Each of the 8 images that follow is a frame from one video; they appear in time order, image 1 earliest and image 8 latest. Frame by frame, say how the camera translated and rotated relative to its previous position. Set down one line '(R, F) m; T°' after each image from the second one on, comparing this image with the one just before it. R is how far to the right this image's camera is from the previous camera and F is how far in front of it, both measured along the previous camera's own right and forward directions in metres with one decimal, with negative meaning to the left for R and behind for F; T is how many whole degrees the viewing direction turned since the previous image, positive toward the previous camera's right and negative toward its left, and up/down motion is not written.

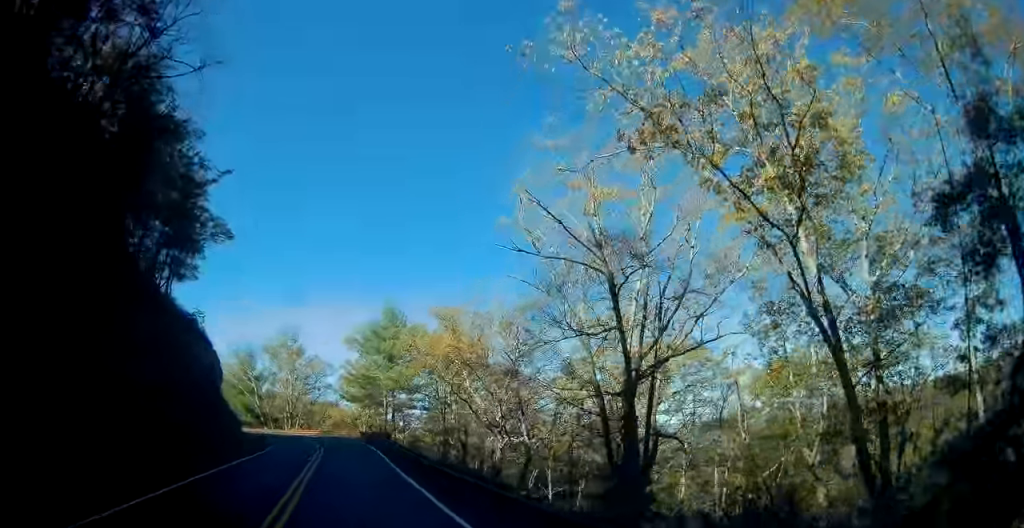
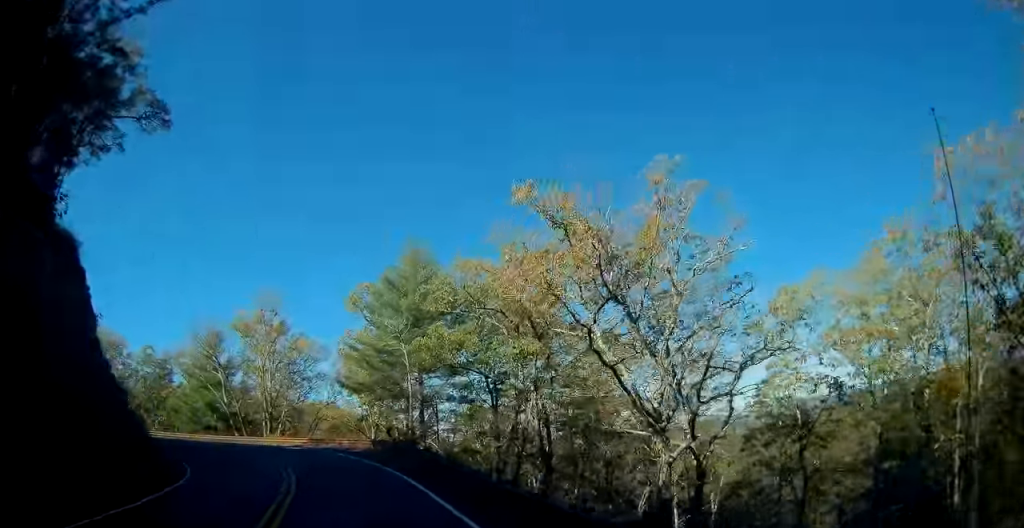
(+0.5, +23.0) m; +4°
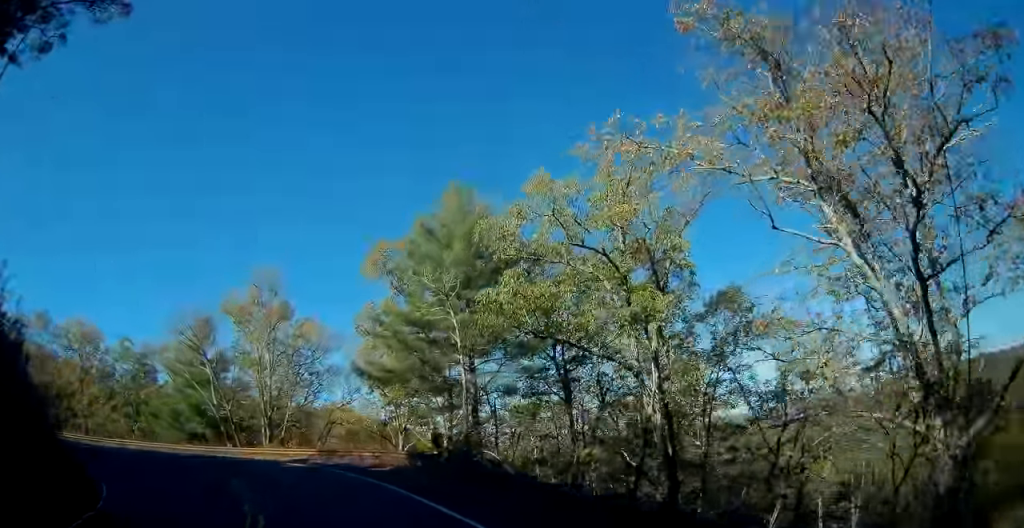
(+0.5, +12.0) m; -1°
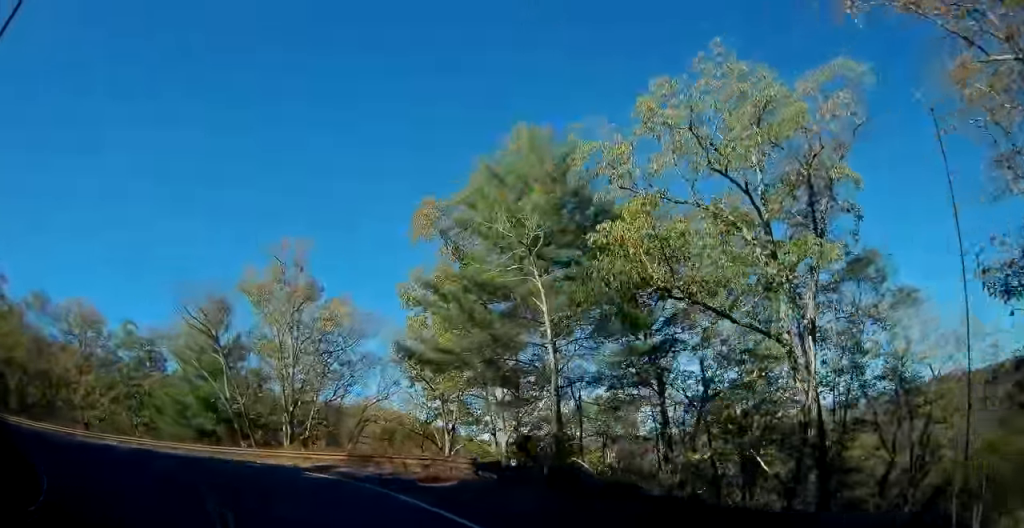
(0.0, +7.1) m; -5°
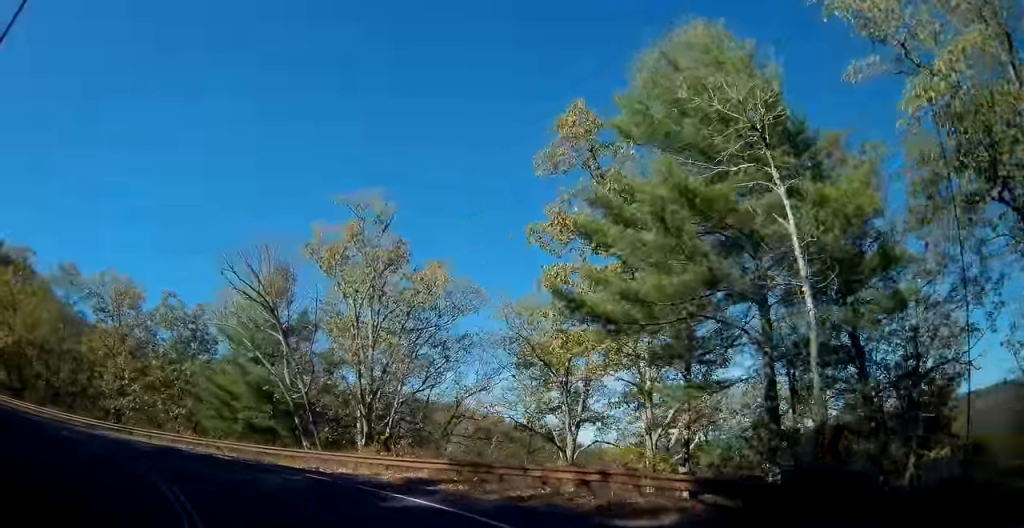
(-0.8, +8.3) m; -11°
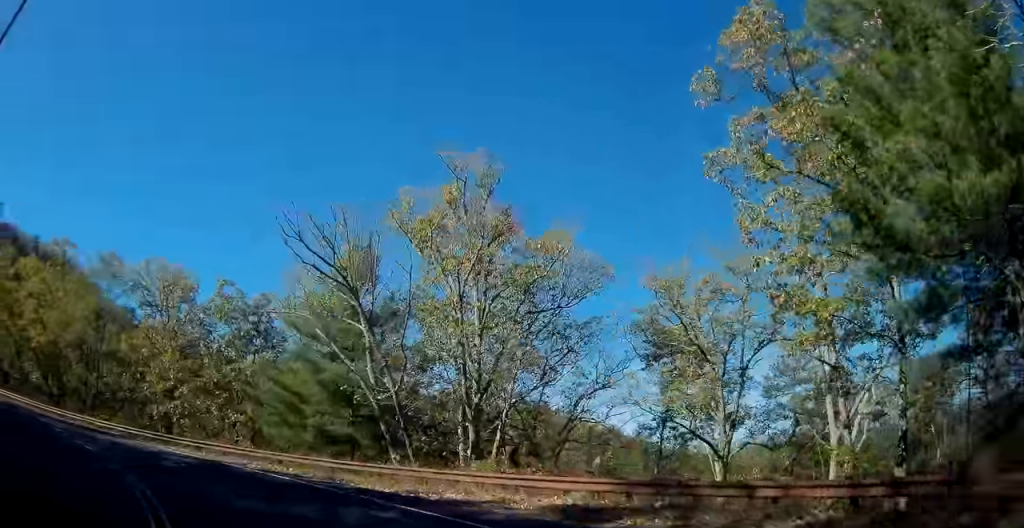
(-0.6, +6.1) m; -12°
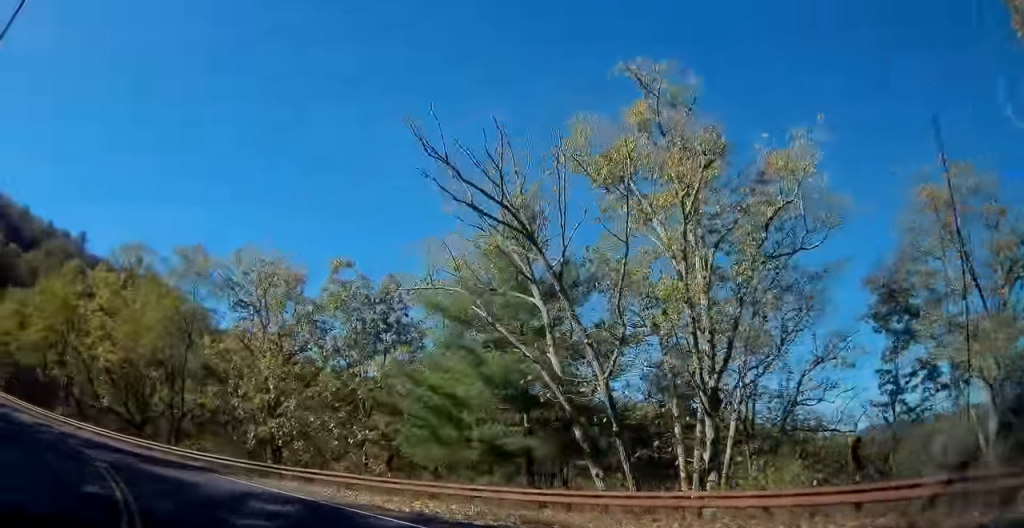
(-1.1, +7.4) m; -13°
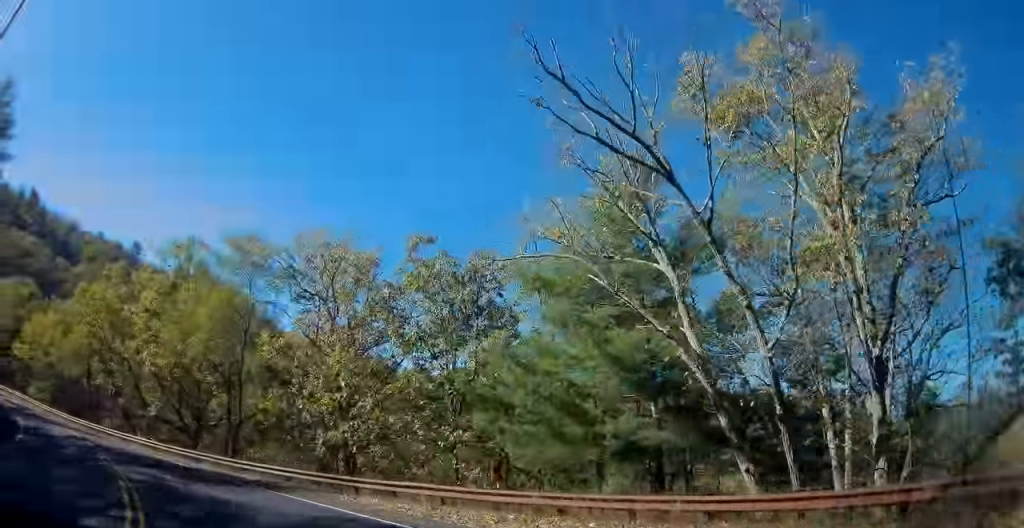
(-0.3, +3.6) m; -5°
